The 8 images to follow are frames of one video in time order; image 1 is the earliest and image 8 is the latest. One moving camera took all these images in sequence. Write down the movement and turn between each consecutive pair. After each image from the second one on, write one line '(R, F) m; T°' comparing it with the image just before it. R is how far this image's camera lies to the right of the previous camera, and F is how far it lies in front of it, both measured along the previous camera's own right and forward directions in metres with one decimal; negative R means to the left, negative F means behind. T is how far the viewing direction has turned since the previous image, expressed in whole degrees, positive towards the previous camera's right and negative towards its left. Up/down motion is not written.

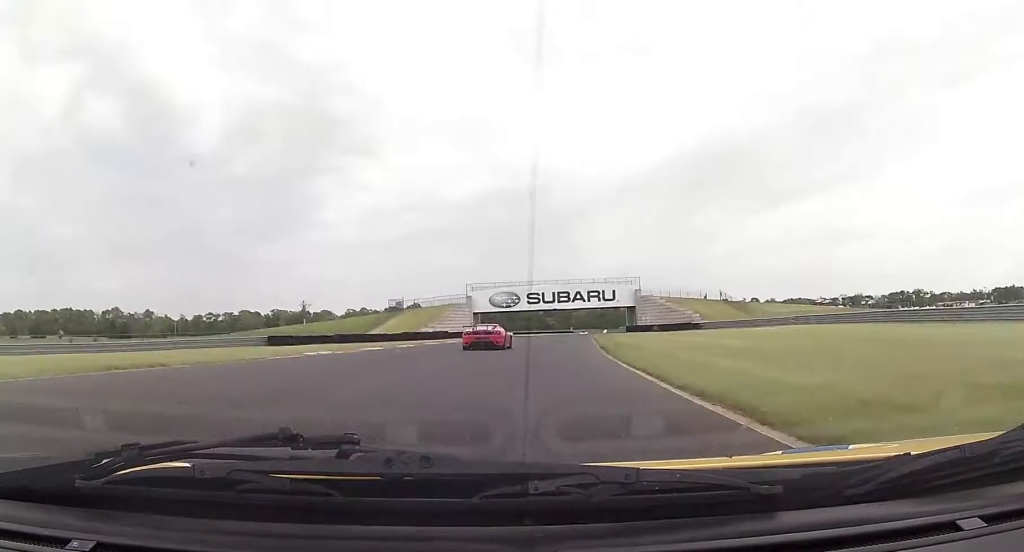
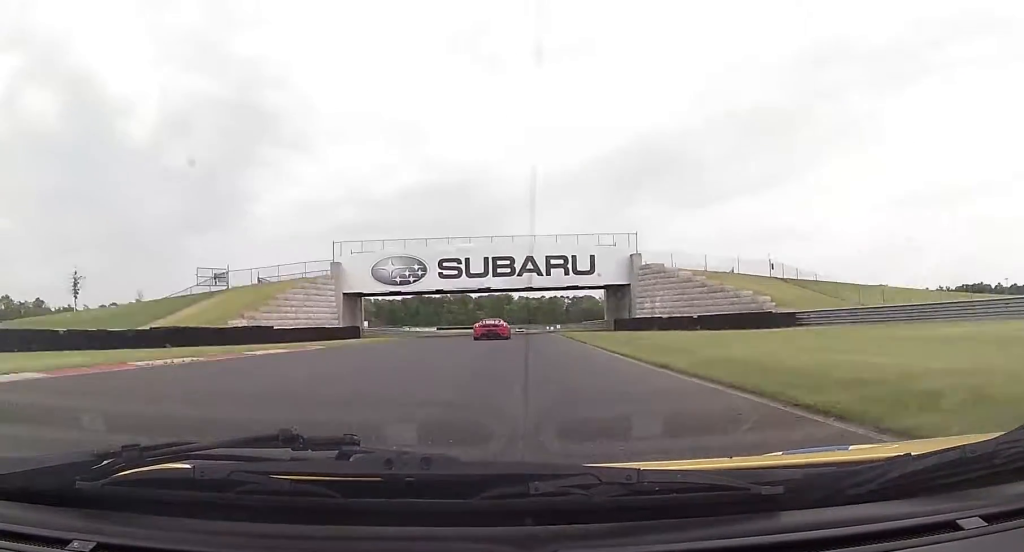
(+3.0, +45.3) m; +6°
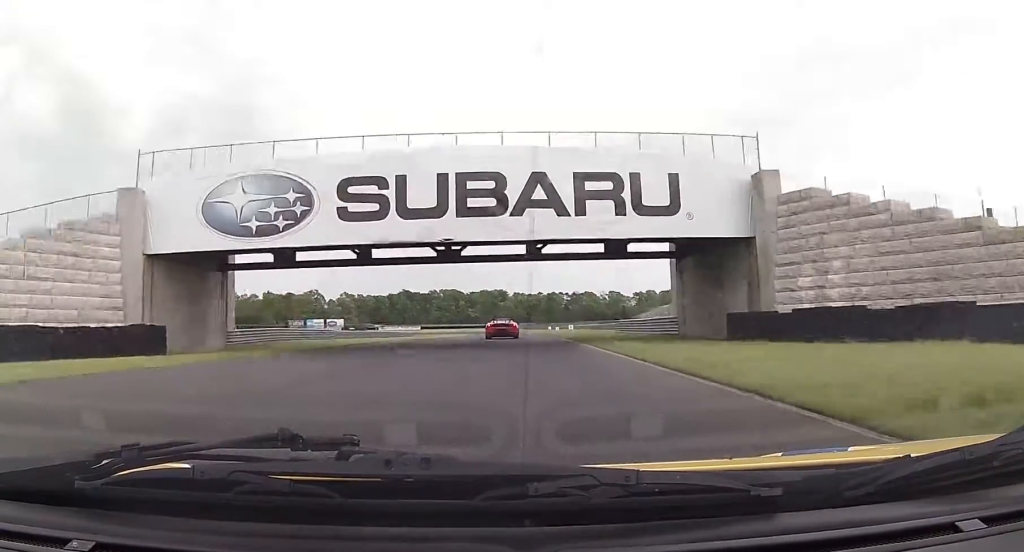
(+0.8, +32.1) m; +2°
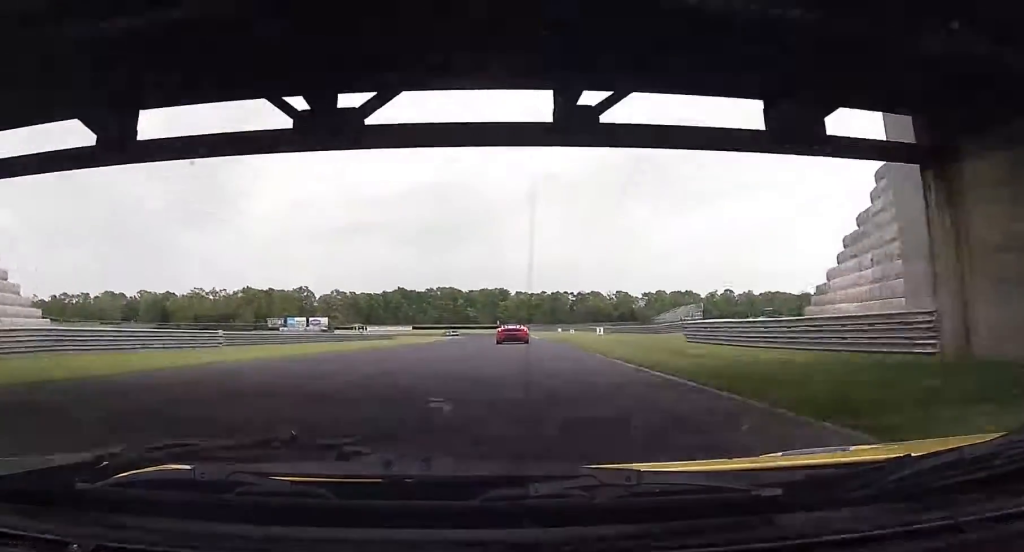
(-0.1, +24.6) m; 0°
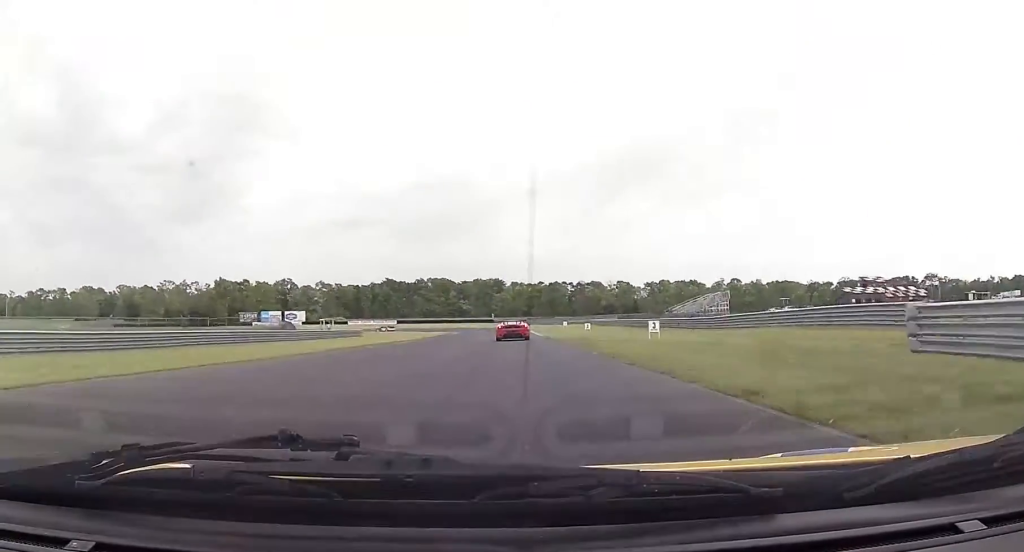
(+0.3, +21.5) m; 0°
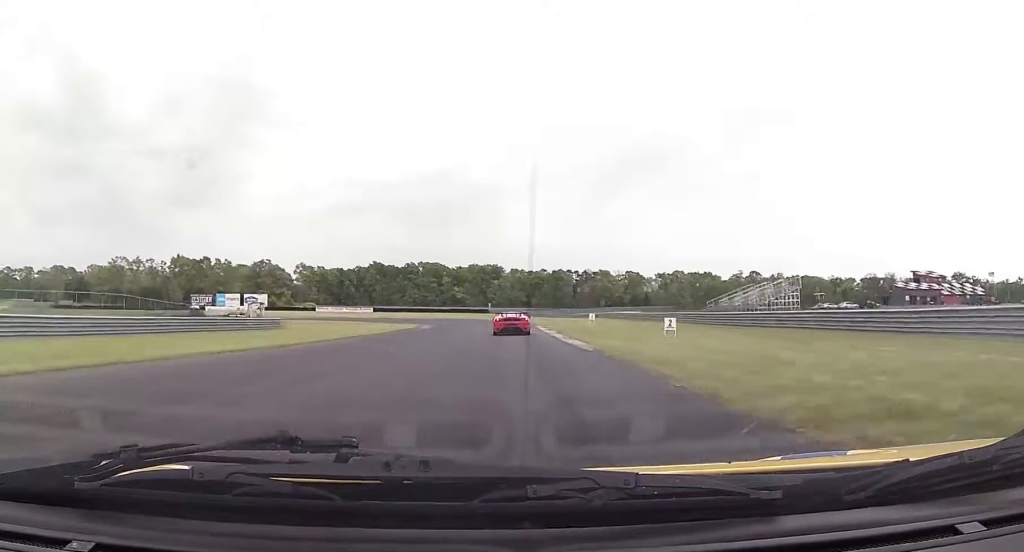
(+0.1, +32.8) m; +1°
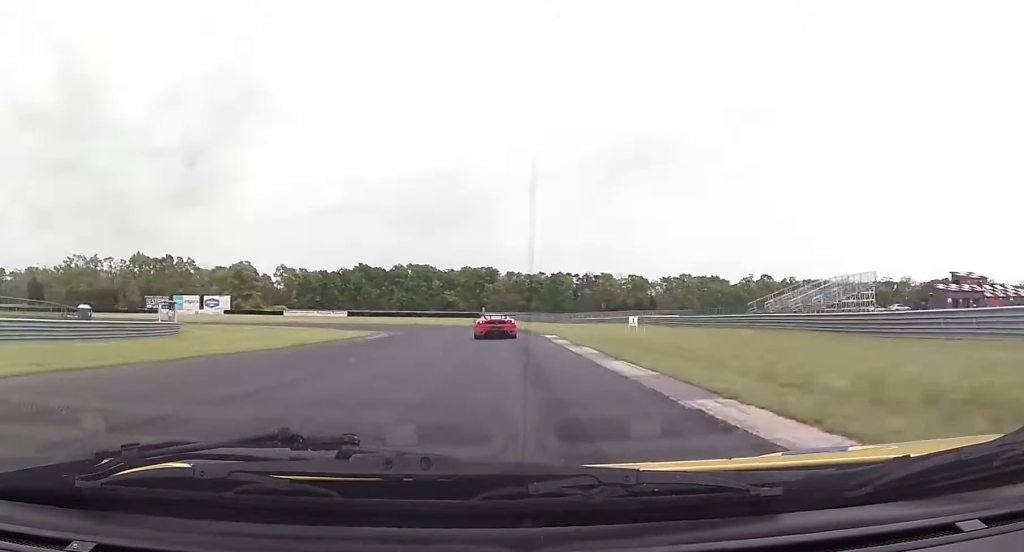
(0.0, +22.6) m; -1°
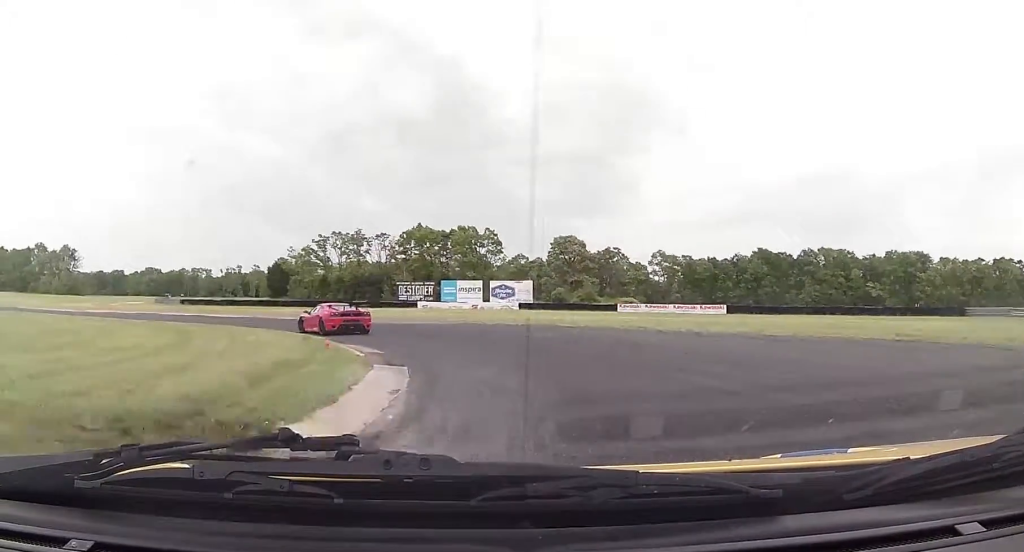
(-13.3, +61.2) m; -38°
